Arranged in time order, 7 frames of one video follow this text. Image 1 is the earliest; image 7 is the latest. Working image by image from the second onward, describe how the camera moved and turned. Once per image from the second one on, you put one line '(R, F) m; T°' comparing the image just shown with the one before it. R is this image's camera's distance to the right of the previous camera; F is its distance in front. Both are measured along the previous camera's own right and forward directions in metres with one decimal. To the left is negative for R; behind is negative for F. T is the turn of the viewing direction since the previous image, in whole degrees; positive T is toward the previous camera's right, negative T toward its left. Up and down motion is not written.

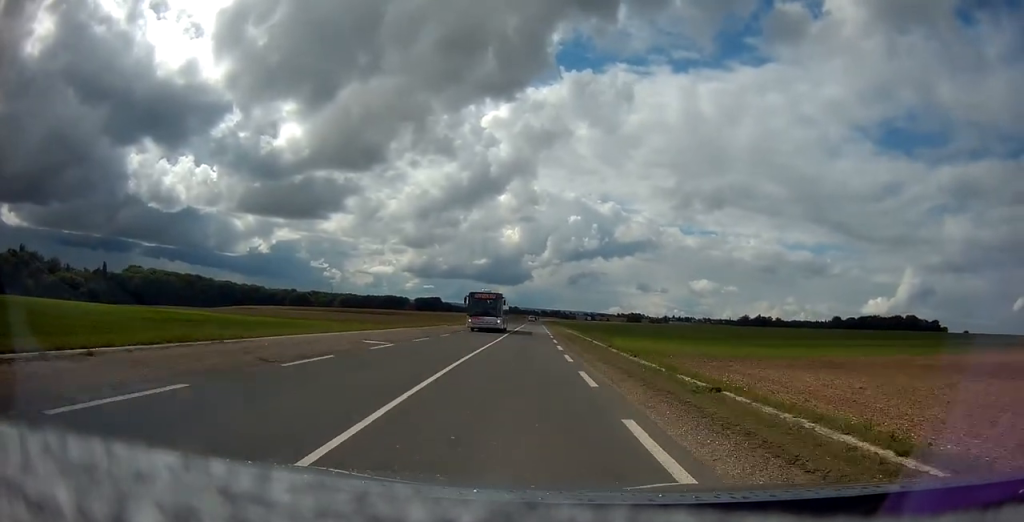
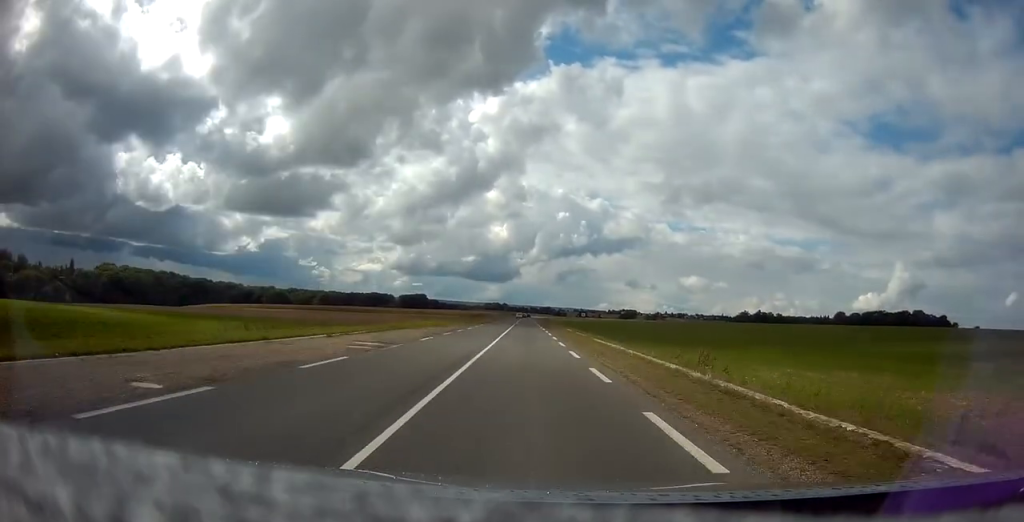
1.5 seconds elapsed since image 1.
(0.0, +32.3) m; +1°
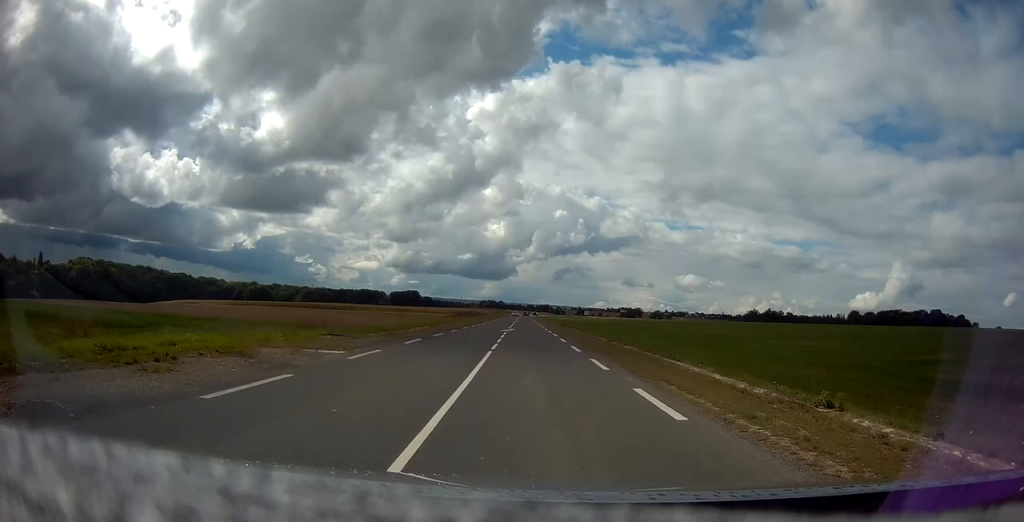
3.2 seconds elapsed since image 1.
(+0.6, +36.7) m; +1°
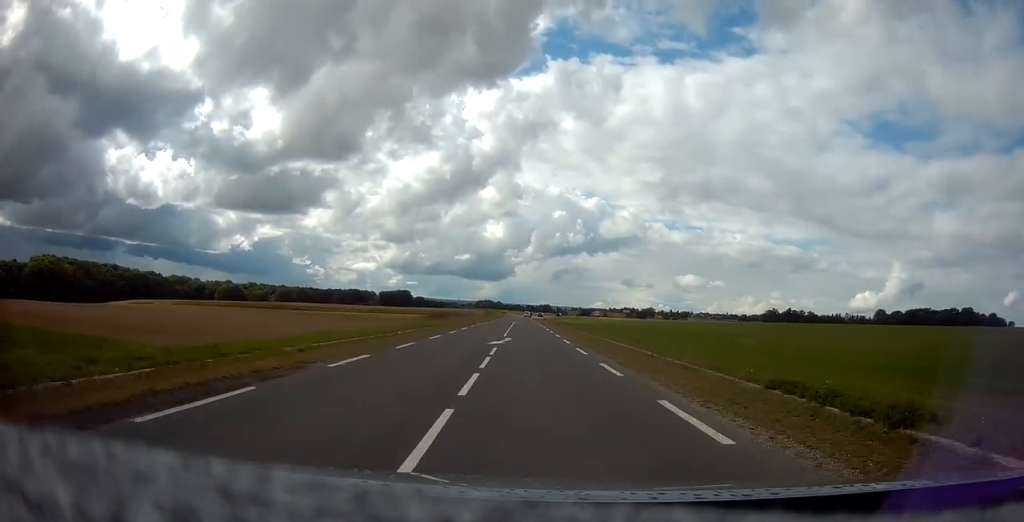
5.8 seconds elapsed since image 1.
(-0.1, +53.5) m; 0°
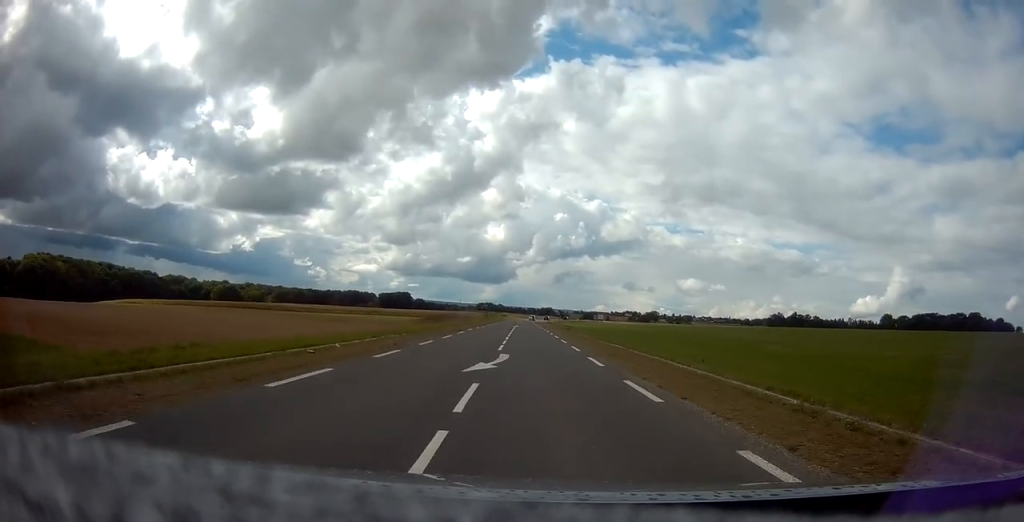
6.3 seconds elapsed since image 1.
(-0.1, +9.7) m; 0°
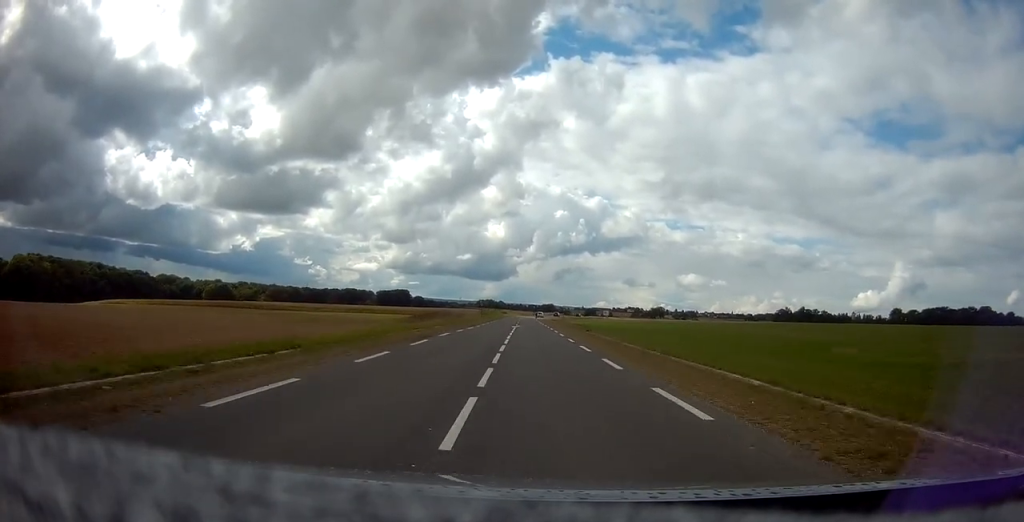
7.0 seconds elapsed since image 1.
(0.0, +15.1) m; 0°
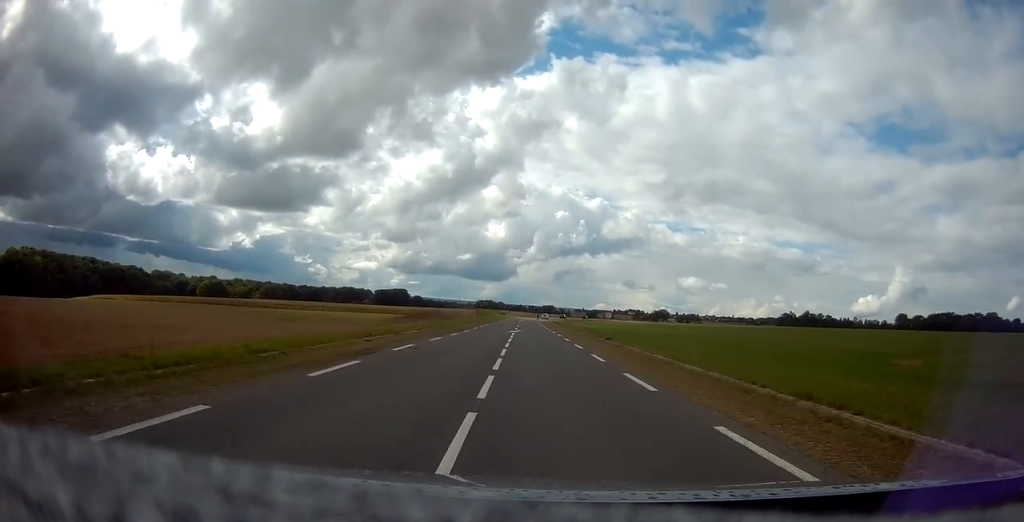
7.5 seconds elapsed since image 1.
(+0.1, +9.6) m; 0°
